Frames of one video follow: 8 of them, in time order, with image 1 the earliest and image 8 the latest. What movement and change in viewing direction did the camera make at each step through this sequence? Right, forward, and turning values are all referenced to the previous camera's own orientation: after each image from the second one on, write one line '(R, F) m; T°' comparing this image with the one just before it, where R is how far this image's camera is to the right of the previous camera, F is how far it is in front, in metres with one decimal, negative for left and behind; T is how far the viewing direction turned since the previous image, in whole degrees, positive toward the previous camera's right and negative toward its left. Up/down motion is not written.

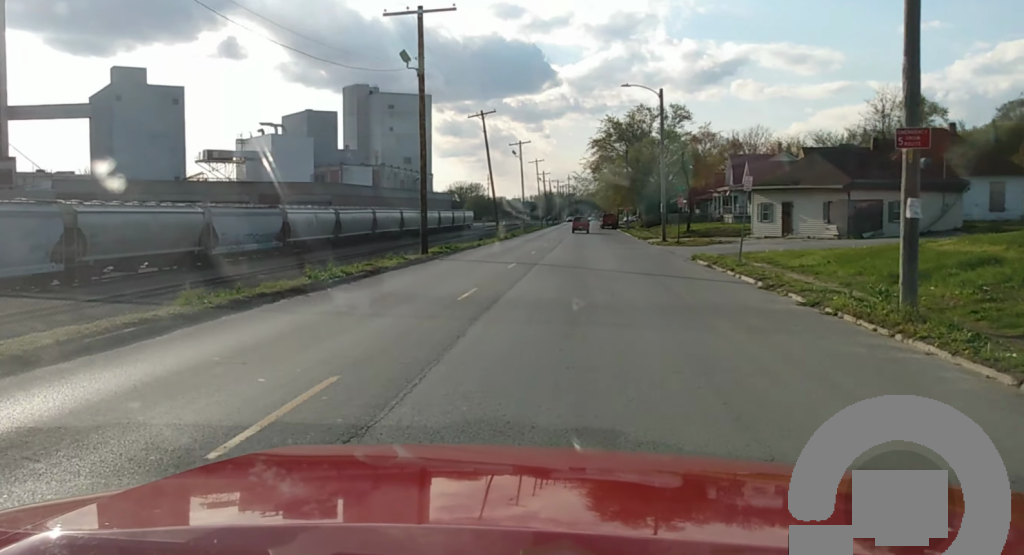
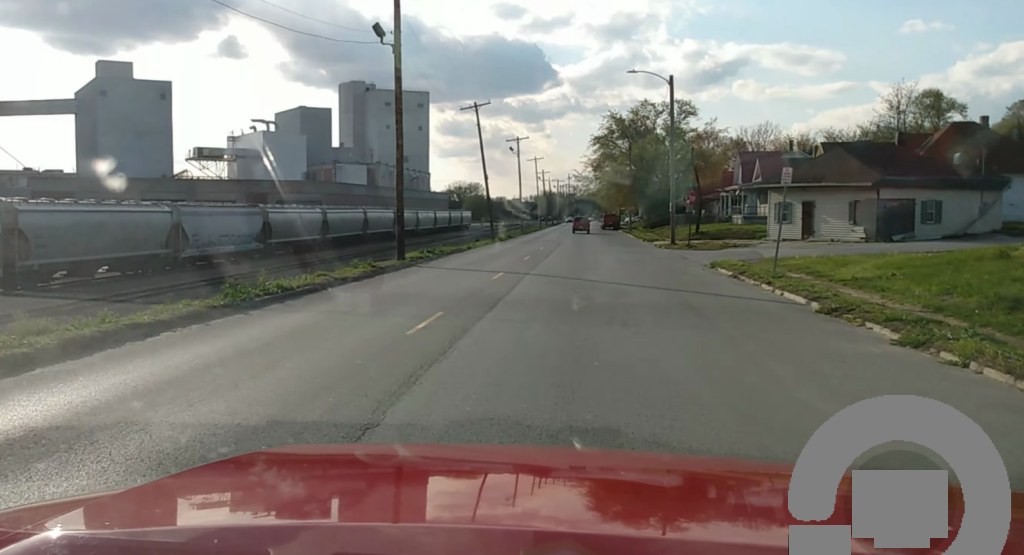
(0.0, +5.8) m; 0°
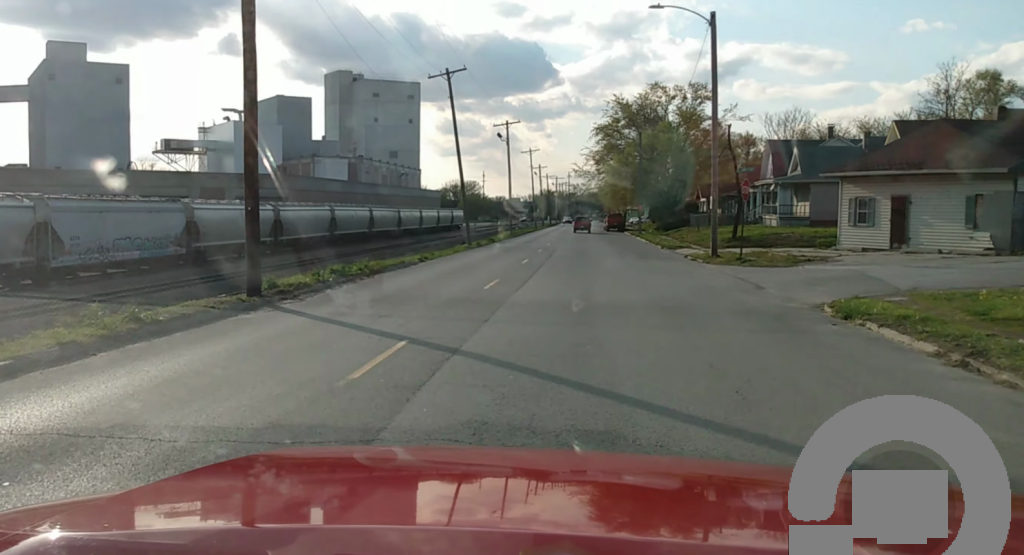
(-0.2, +15.6) m; 0°
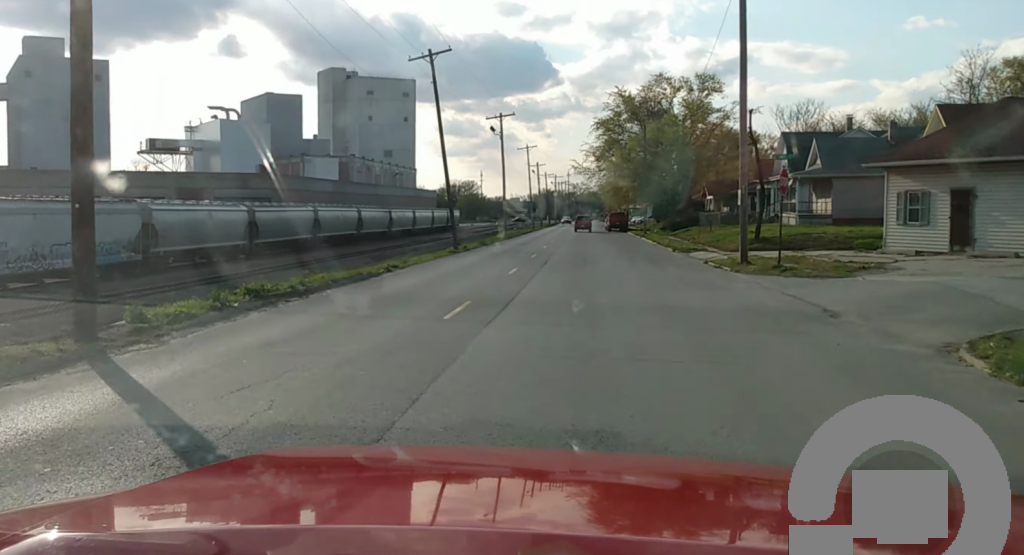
(+0.1, +6.3) m; 0°
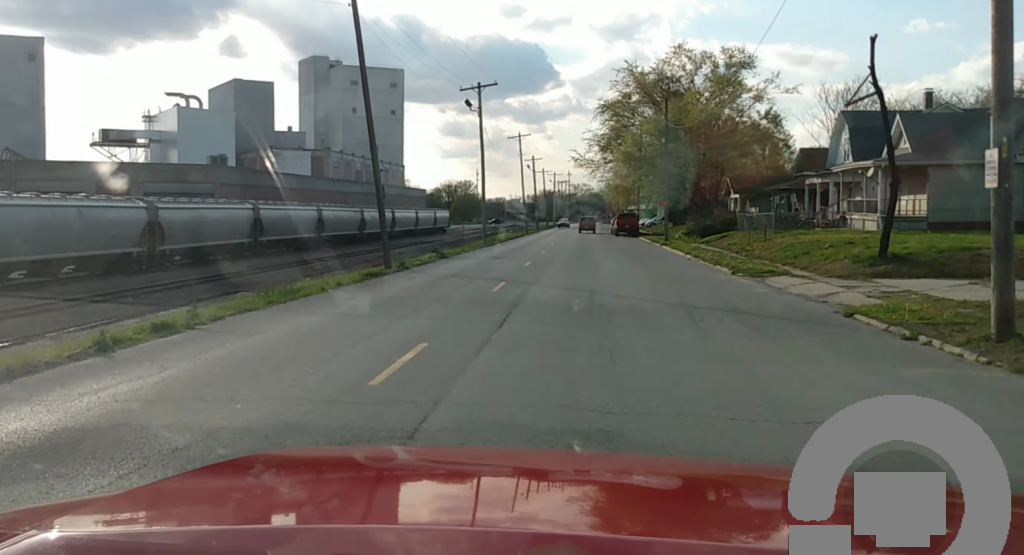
(+0.1, +18.3) m; 0°
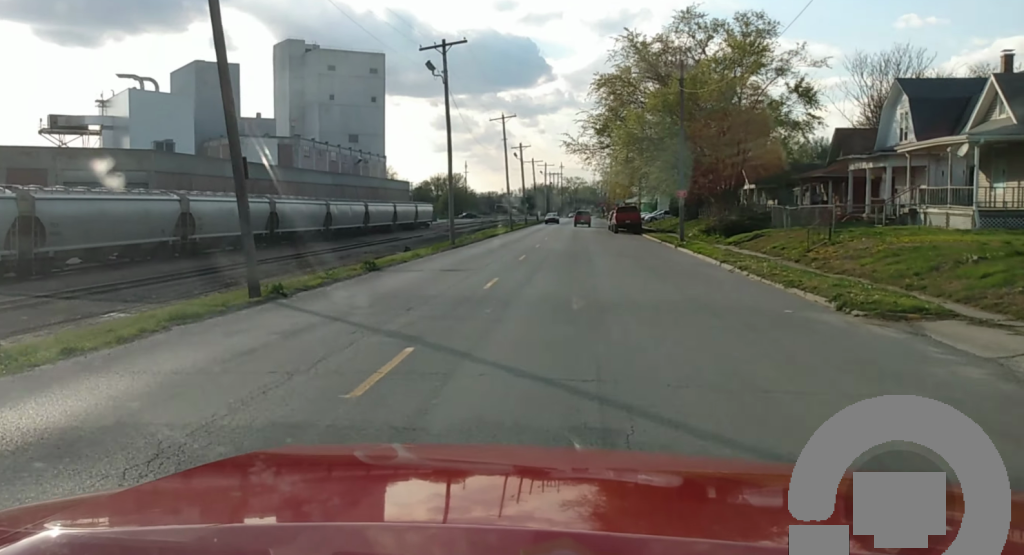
(0.0, +13.1) m; 0°
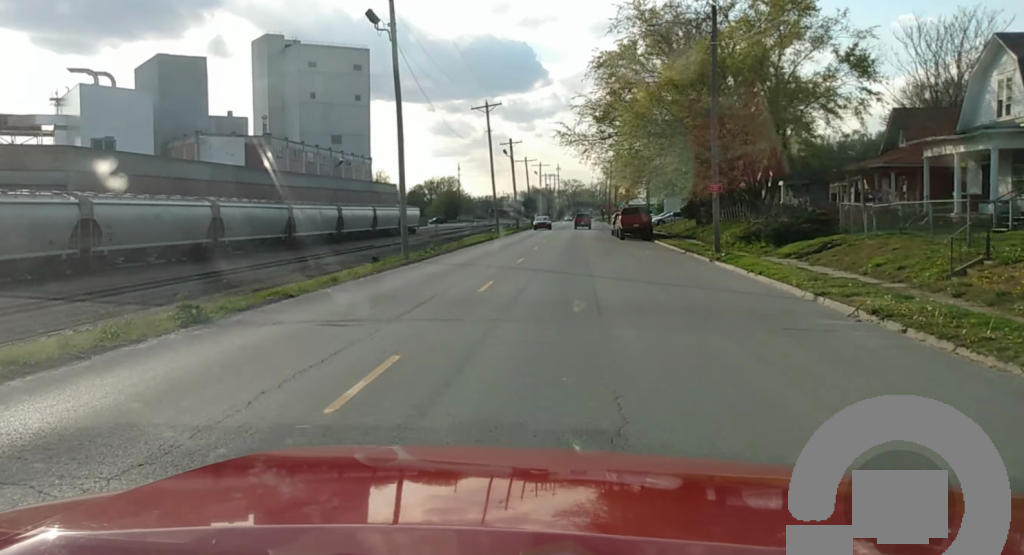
(0.0, +13.1) m; 0°
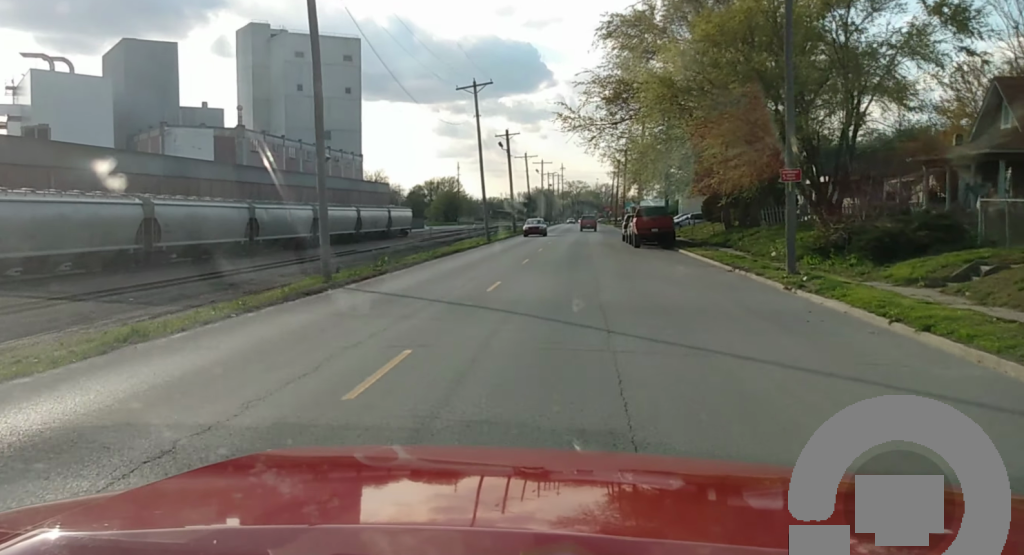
(0.0, +11.5) m; 0°
